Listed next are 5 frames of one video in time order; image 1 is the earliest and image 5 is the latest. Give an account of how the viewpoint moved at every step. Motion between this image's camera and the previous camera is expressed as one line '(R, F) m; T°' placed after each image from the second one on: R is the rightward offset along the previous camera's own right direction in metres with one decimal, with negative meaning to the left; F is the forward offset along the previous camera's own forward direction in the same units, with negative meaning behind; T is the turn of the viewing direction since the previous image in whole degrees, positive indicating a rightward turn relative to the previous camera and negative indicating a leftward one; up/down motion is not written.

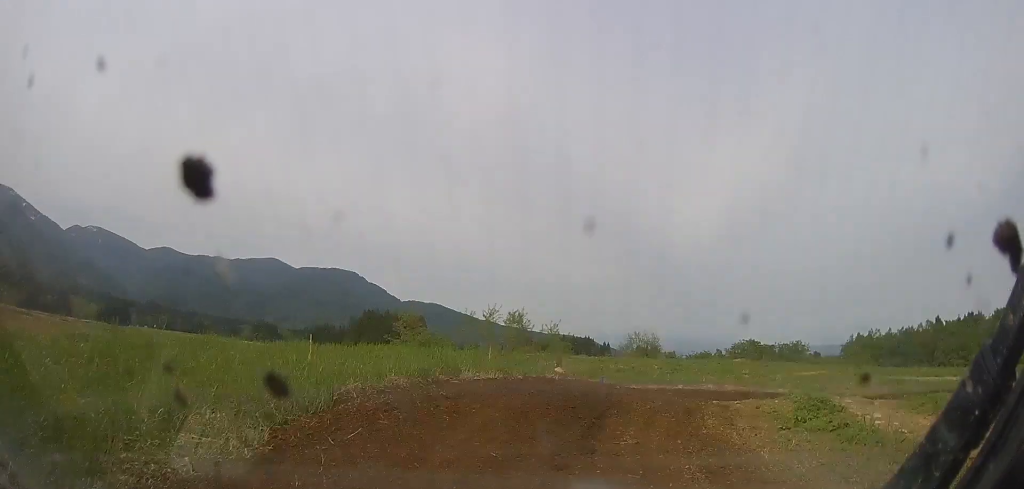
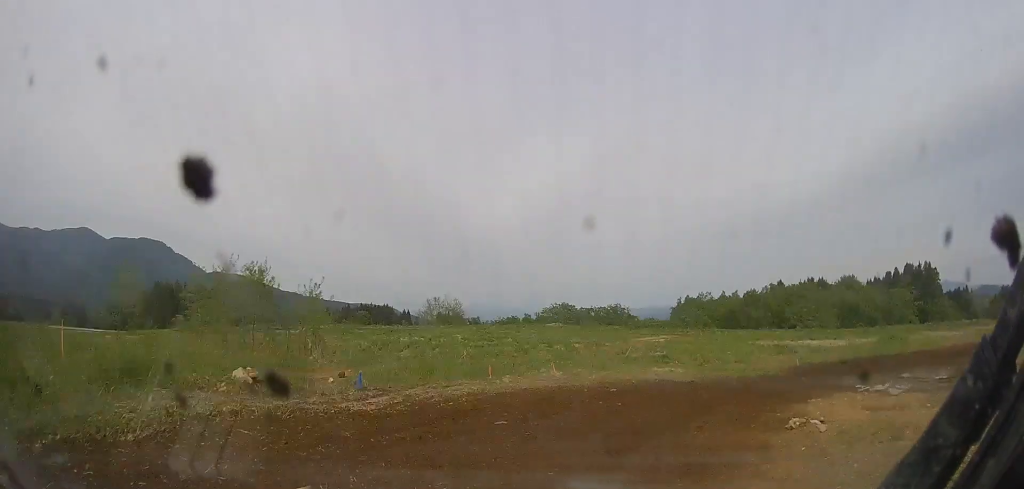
(+4.0, +16.1) m; +41°
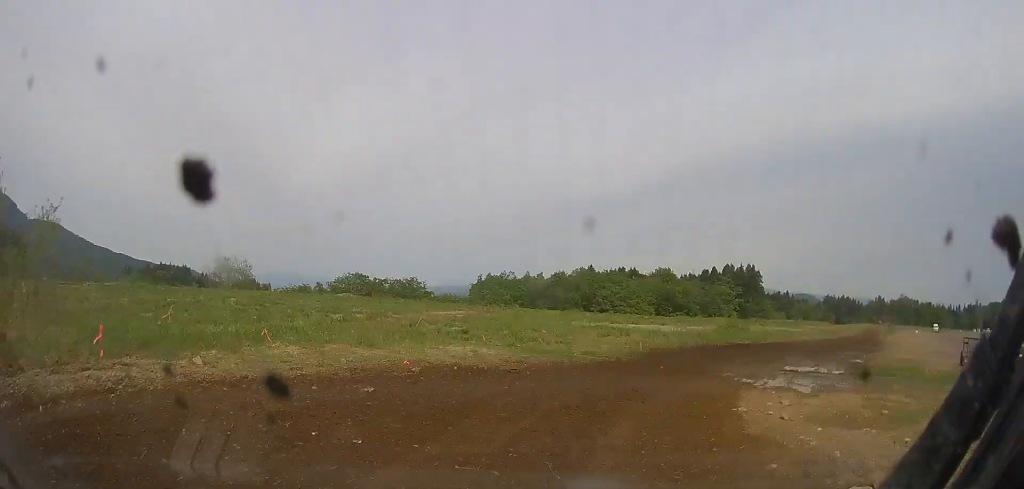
(+3.7, +10.0) m; +21°
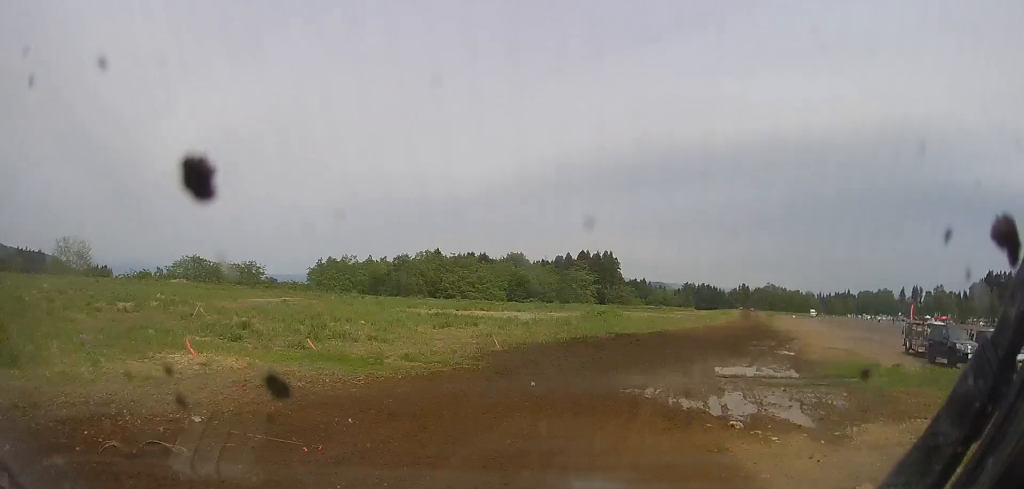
(+0.1, +9.6) m; +1°
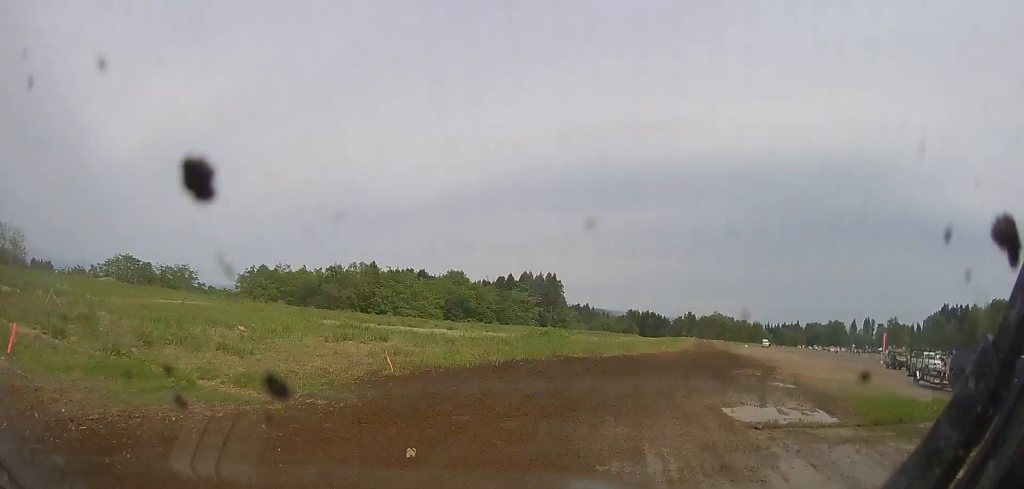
(0.0, +6.0) m; 0°
